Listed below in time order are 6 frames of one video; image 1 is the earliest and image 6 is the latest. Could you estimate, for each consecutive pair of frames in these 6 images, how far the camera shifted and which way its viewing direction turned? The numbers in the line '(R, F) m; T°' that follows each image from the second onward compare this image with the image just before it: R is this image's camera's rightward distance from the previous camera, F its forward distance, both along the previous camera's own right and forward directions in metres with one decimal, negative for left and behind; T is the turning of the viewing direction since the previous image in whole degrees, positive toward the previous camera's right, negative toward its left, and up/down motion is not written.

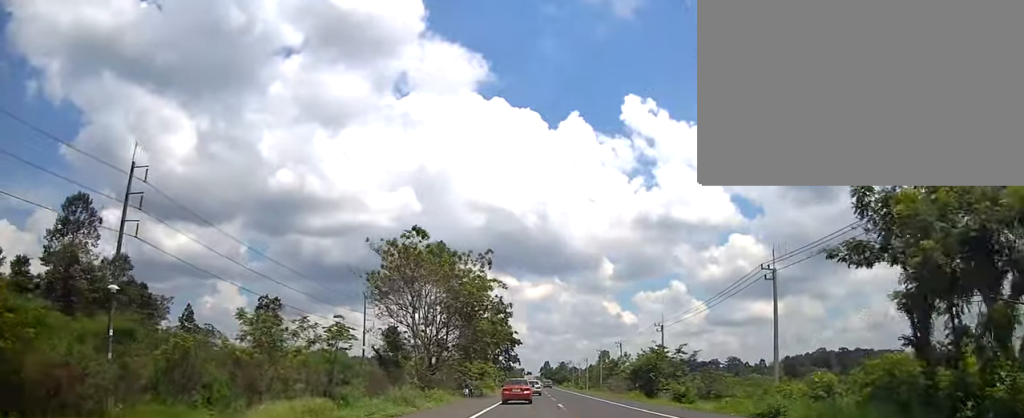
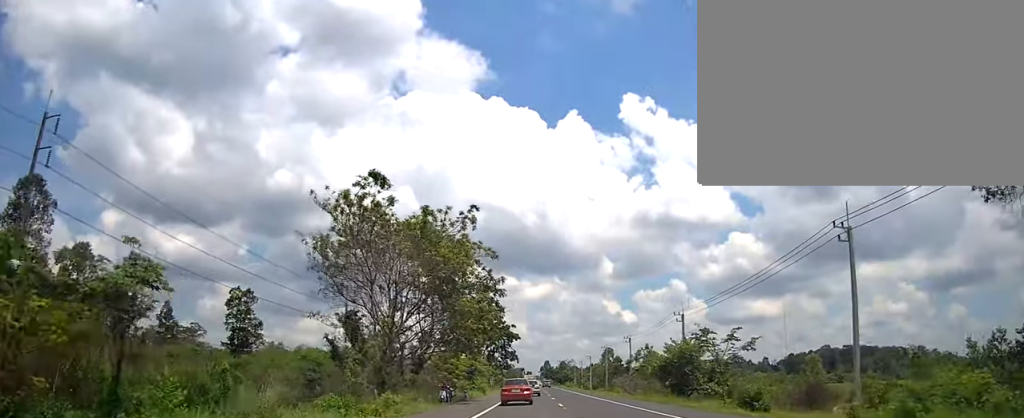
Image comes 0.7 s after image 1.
(-0.1, +12.1) m; 0°
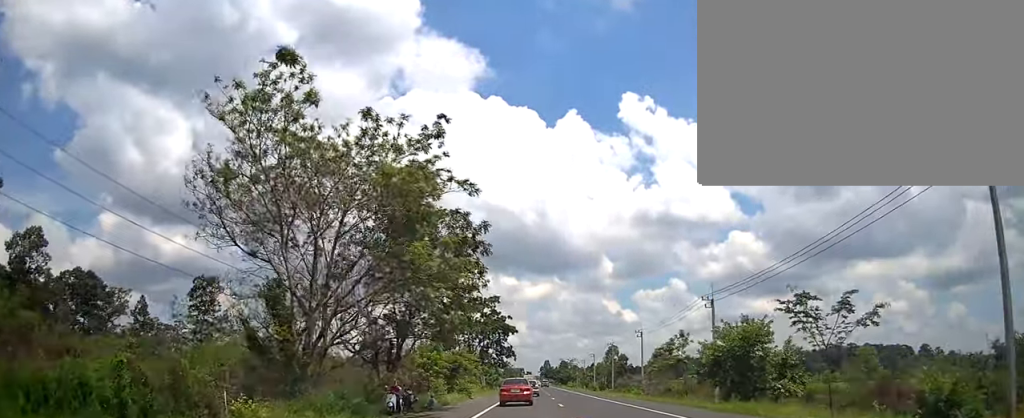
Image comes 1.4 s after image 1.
(0.0, +12.7) m; 0°
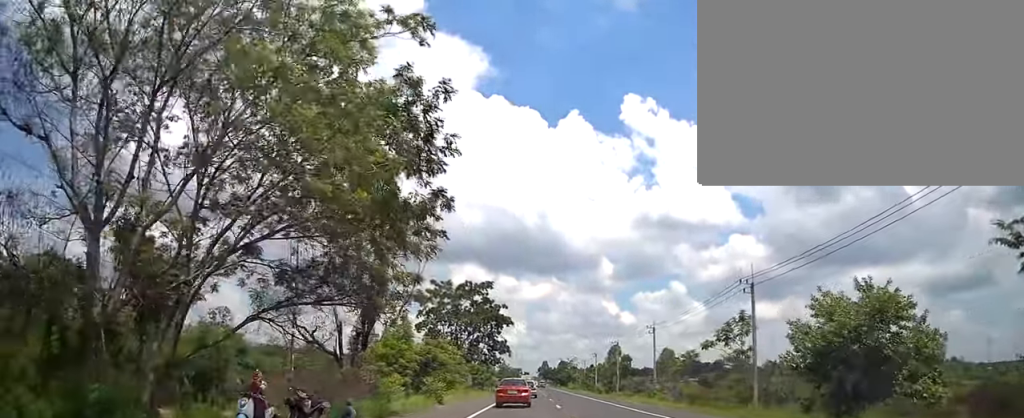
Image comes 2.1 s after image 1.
(+0.1, +11.8) m; 0°
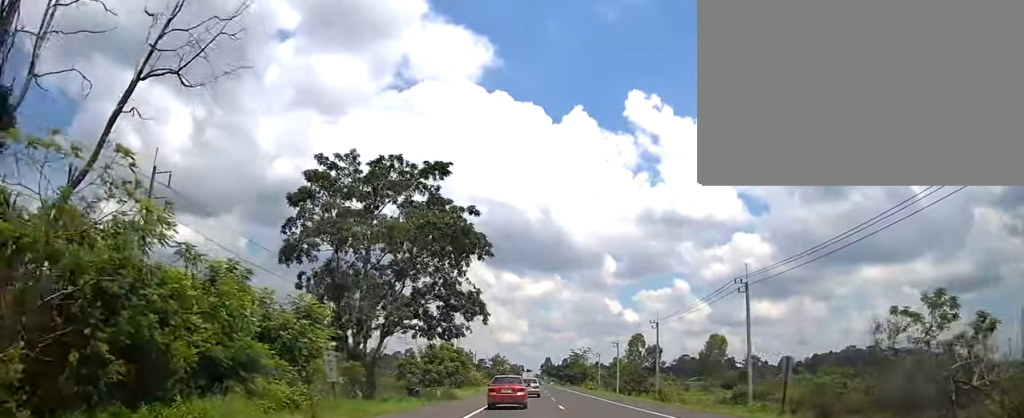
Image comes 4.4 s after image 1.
(+1.3, +39.0) m; +4°
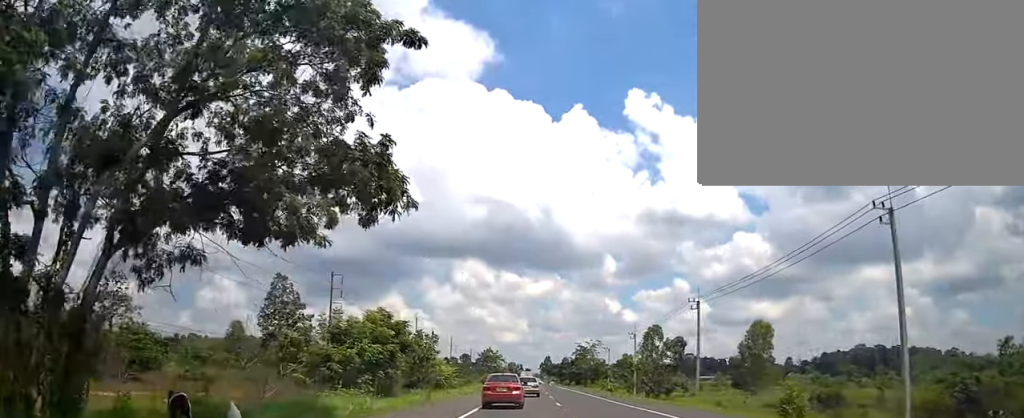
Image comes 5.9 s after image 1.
(-0.9, +23.0) m; -4°
